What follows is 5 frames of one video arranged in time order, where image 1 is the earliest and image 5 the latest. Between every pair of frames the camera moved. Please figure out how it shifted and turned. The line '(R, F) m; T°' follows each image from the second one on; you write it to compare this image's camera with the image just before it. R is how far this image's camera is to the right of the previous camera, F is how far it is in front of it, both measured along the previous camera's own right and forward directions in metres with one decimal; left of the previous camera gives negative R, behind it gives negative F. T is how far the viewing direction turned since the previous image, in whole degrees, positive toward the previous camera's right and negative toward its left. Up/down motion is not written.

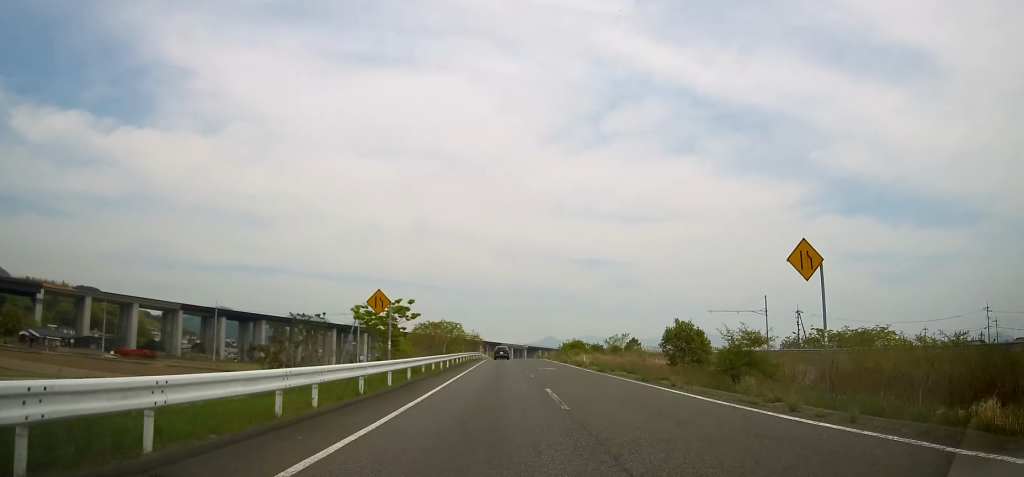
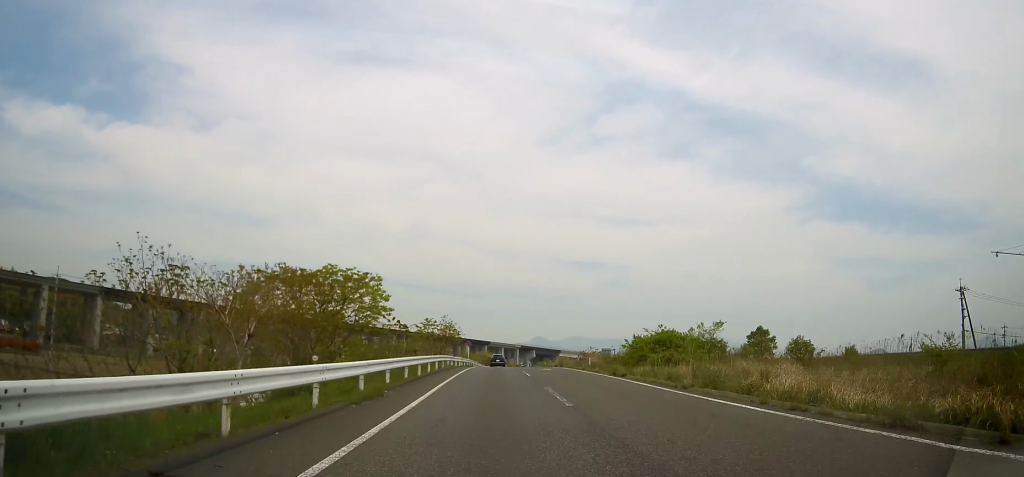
(-0.1, +44.7) m; 0°
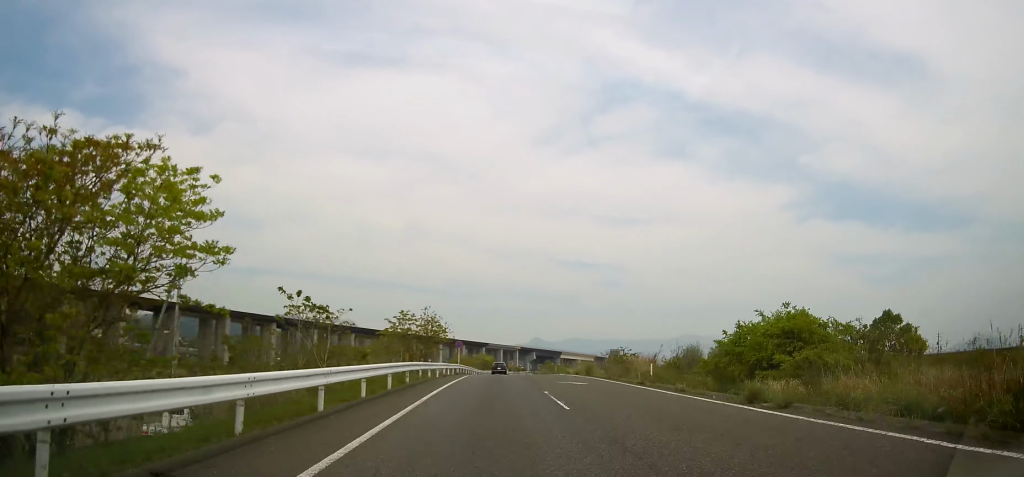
(0.0, +15.6) m; 0°
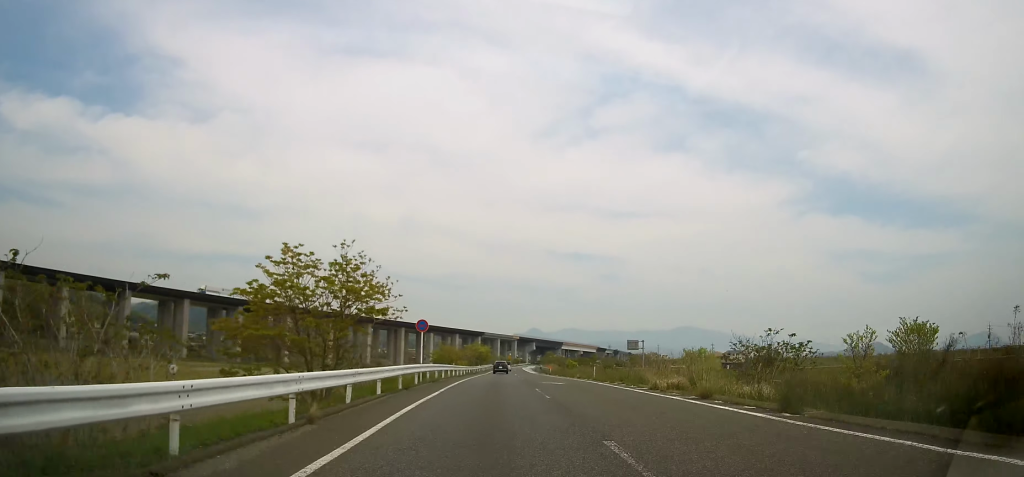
(+0.1, +25.9) m; +1°
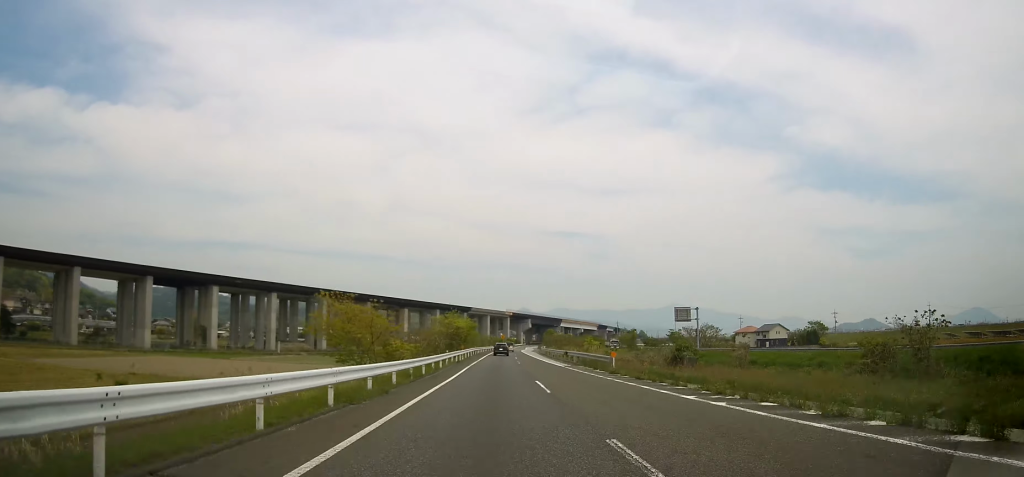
(+0.2, +45.1) m; +1°
